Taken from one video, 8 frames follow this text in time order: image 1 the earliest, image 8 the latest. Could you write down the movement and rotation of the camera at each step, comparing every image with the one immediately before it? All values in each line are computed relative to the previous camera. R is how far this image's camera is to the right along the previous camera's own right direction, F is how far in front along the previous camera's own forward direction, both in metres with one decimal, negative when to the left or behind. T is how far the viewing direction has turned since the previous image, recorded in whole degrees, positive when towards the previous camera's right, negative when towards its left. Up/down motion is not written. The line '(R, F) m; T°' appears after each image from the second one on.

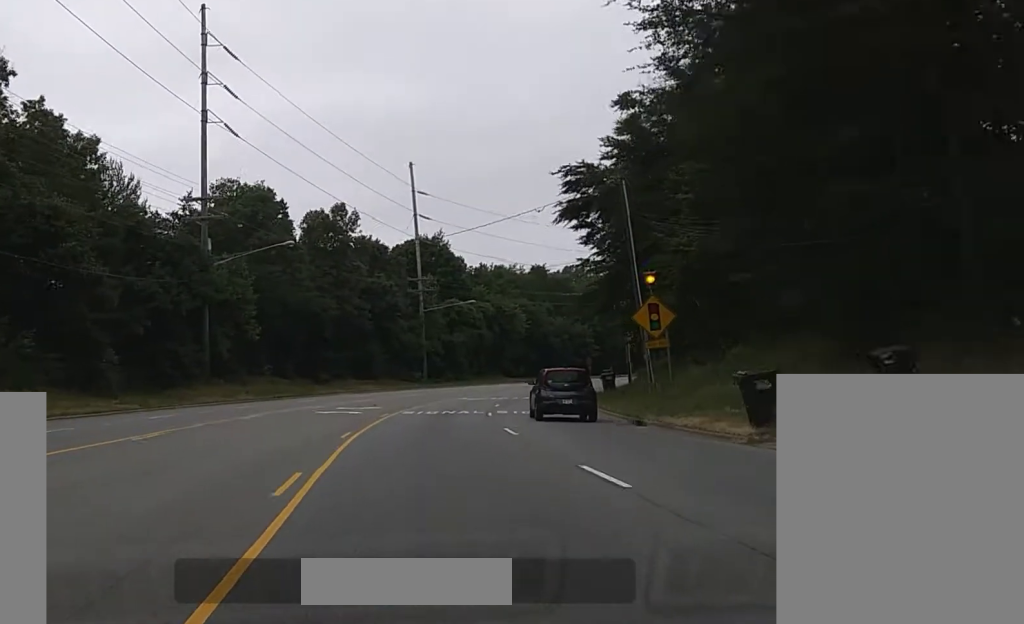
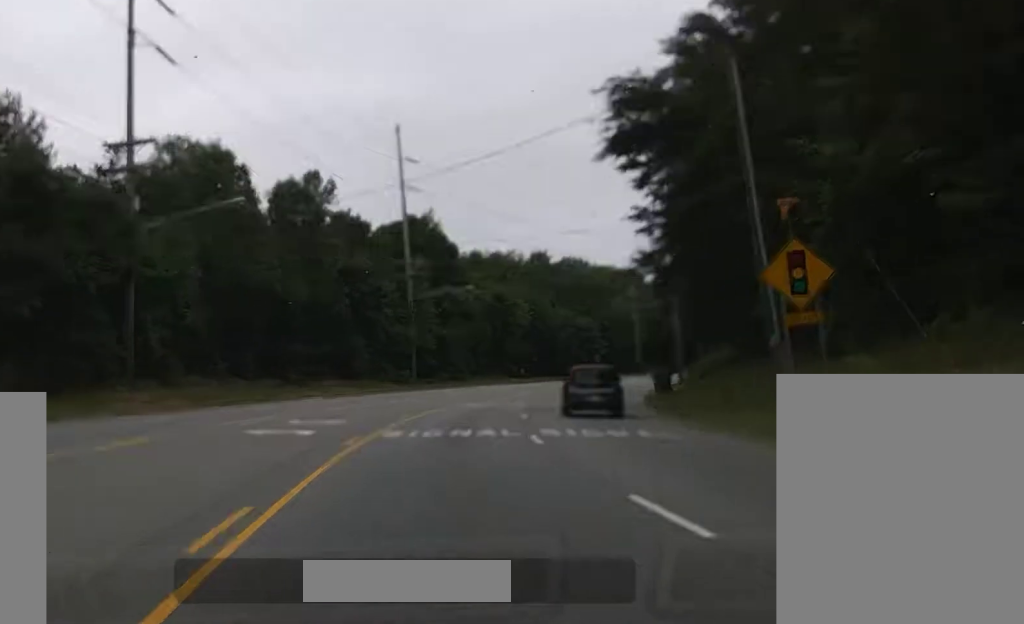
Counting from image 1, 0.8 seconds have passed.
(0.0, +16.9) m; +2°
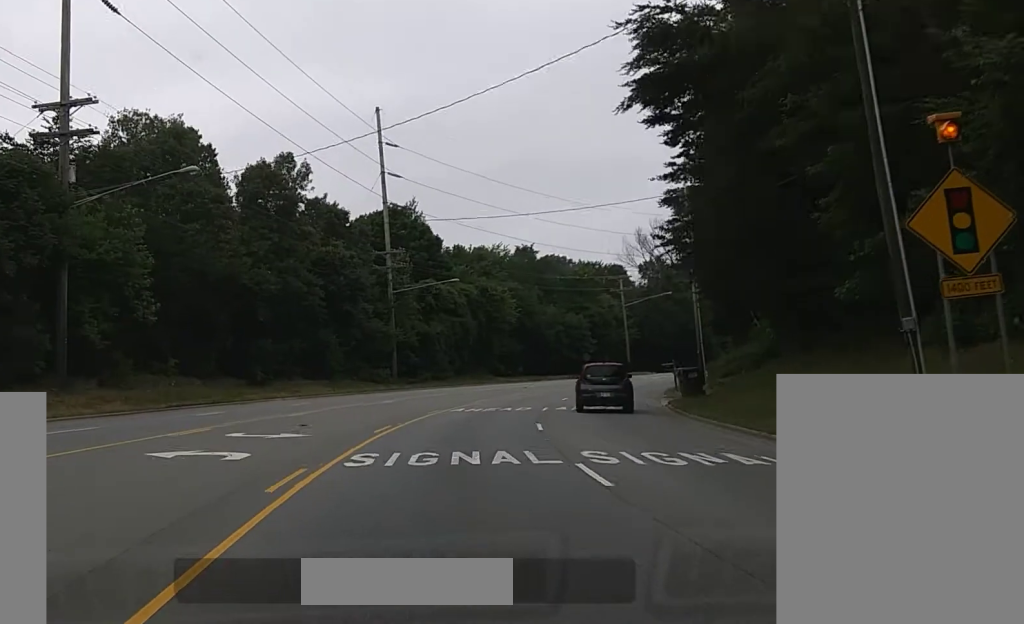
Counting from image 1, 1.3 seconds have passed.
(-0.3, +9.2) m; +2°
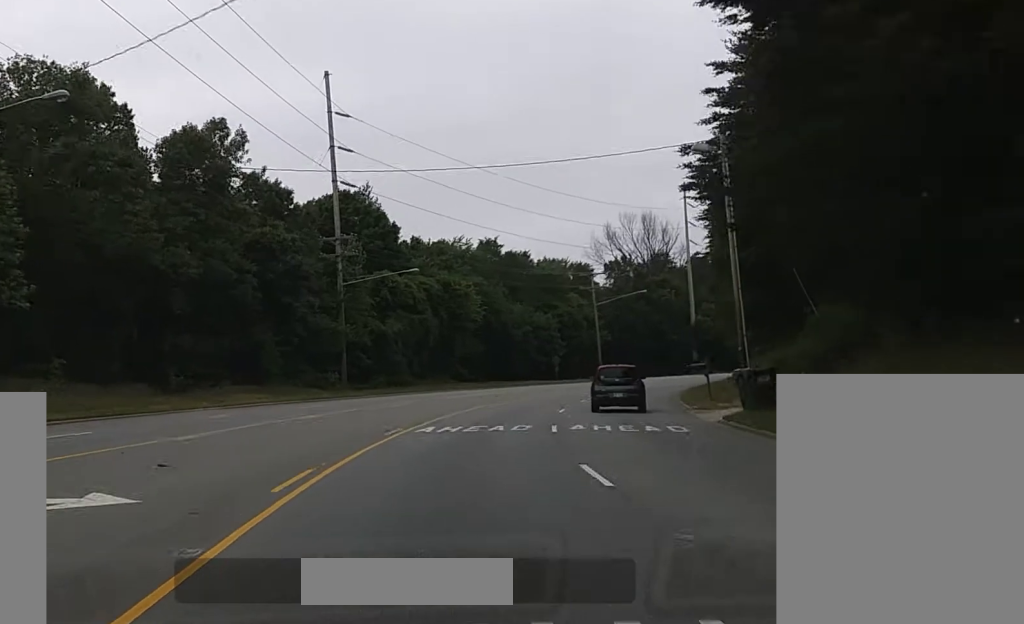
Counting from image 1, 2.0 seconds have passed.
(+1.0, +14.2) m; +4°
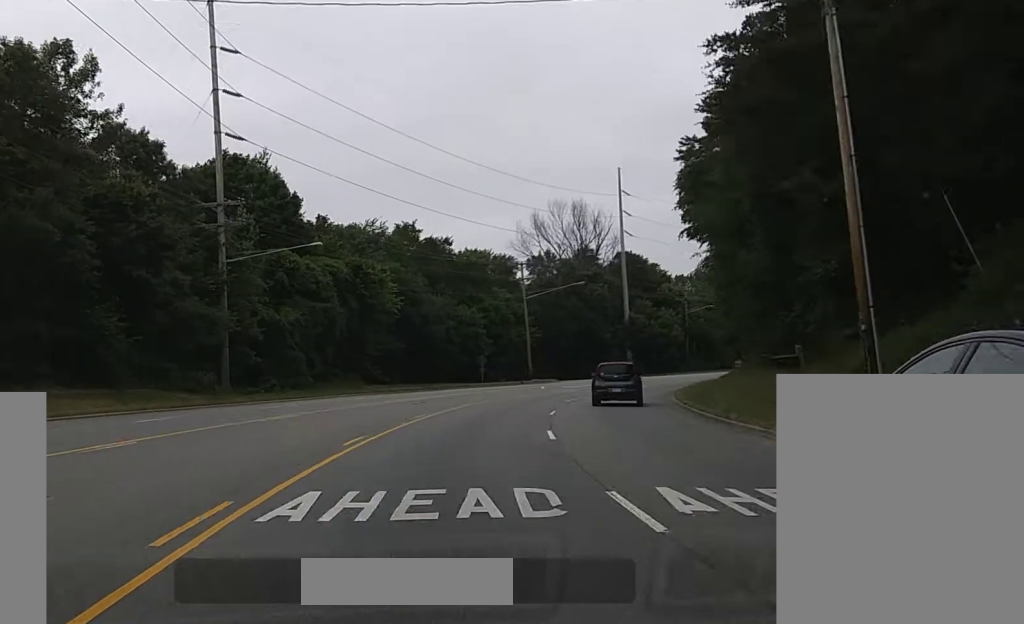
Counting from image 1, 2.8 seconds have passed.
(+0.6, +15.7) m; +2°
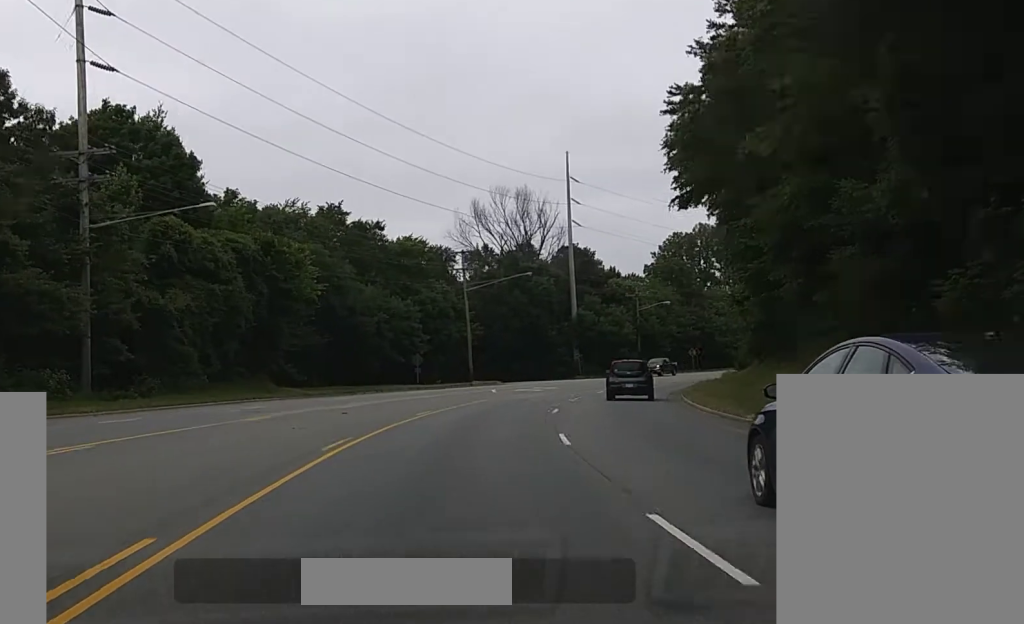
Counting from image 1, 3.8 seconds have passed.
(+0.2, +17.1) m; +2°
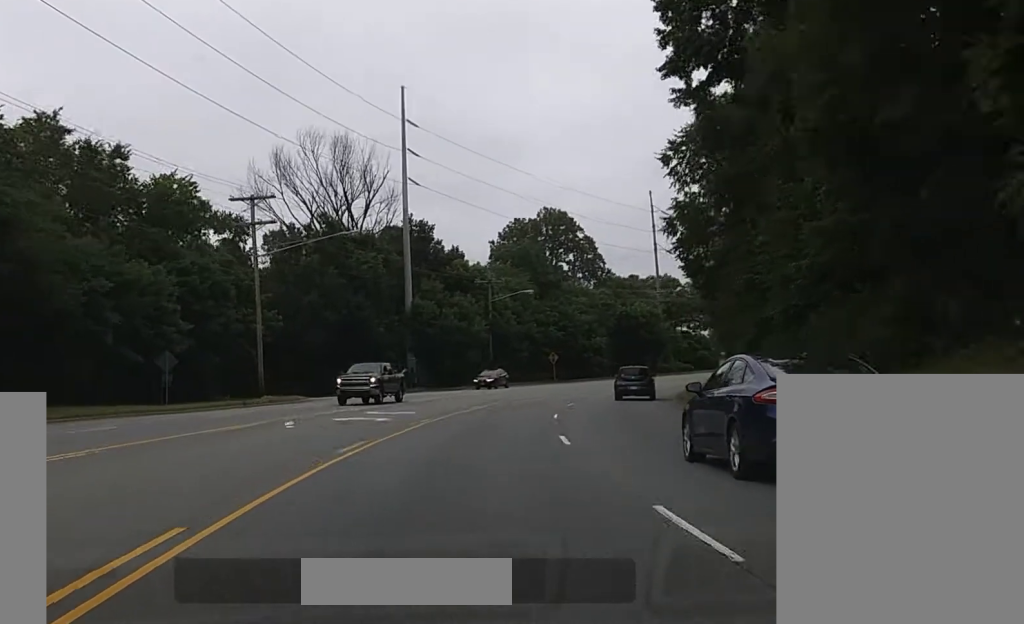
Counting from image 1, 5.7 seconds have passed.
(+2.8, +35.4) m; +10°
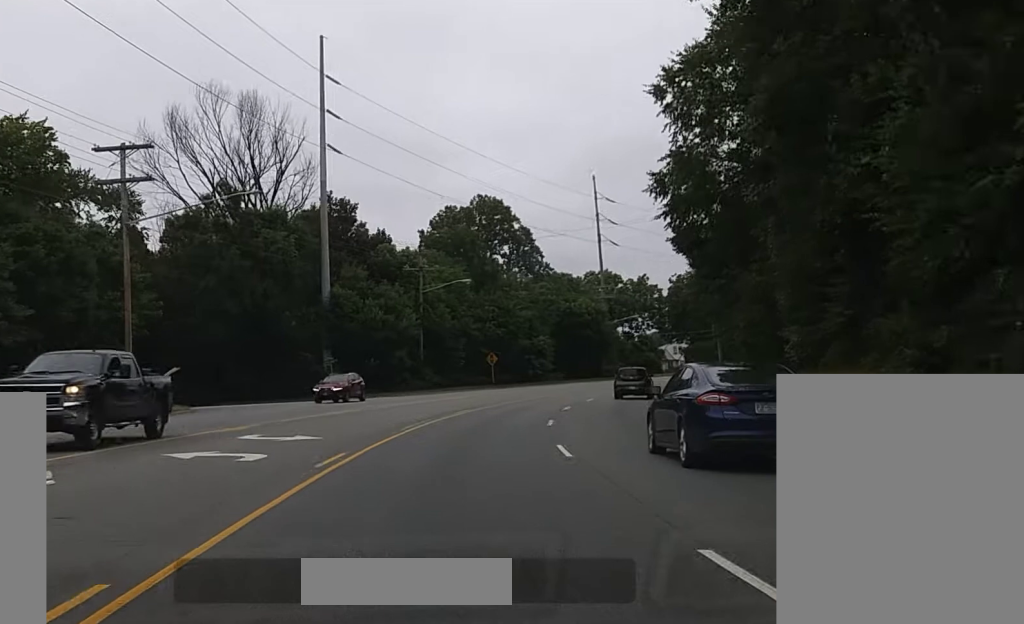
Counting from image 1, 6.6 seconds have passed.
(+0.6, +15.4) m; +3°
